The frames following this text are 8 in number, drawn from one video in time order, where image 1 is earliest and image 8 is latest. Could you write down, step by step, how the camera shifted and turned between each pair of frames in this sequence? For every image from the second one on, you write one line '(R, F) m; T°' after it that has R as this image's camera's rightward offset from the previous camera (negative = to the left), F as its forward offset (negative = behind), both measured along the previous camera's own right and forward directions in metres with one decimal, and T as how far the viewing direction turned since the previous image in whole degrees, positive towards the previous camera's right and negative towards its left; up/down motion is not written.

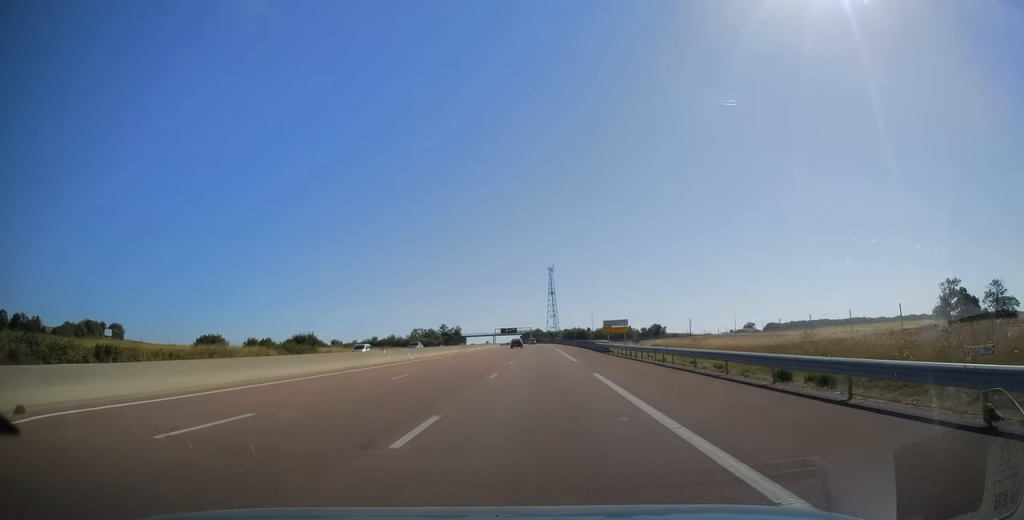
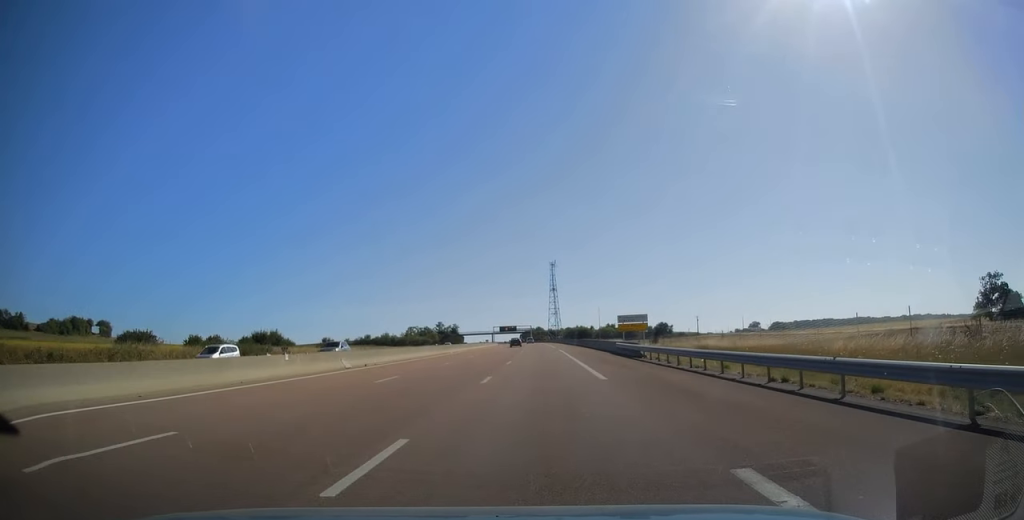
(+0.1, +15.8) m; 0°
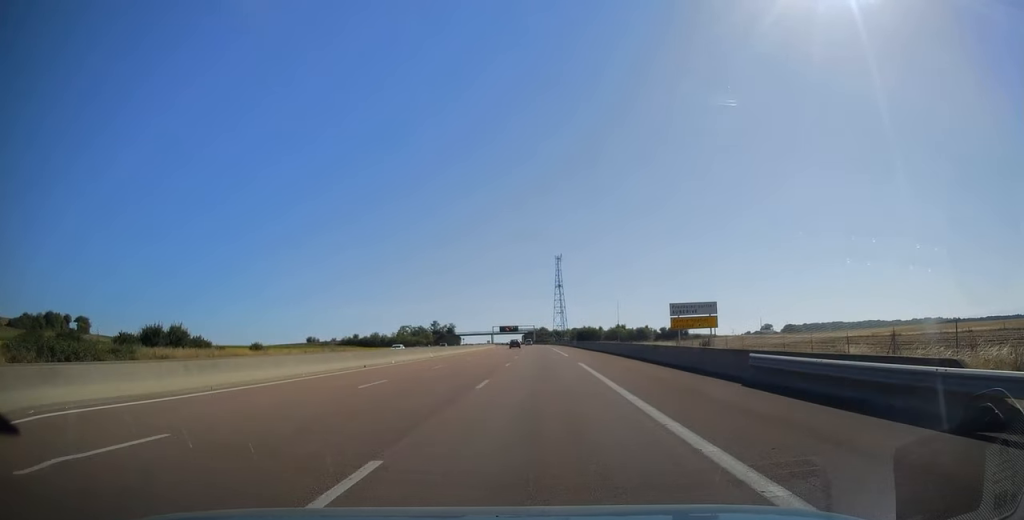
(-0.3, +28.2) m; -1°
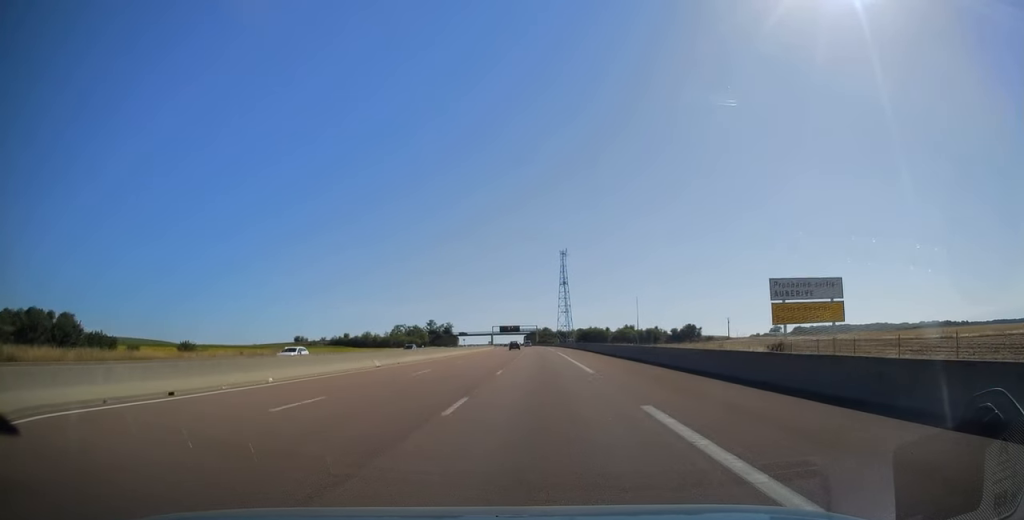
(0.0, +19.4) m; 0°
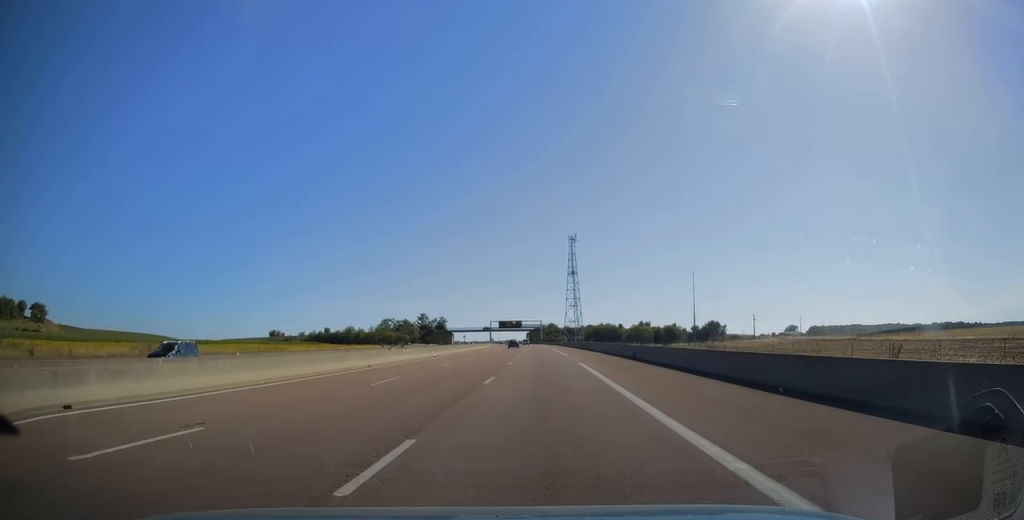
(0.0, +32.2) m; 0°
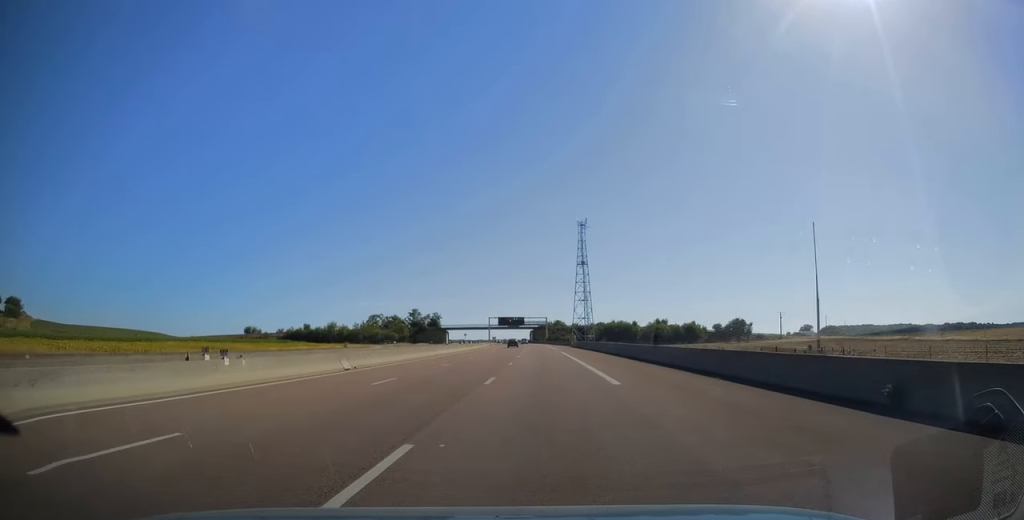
(0.0, +27.1) m; -1°
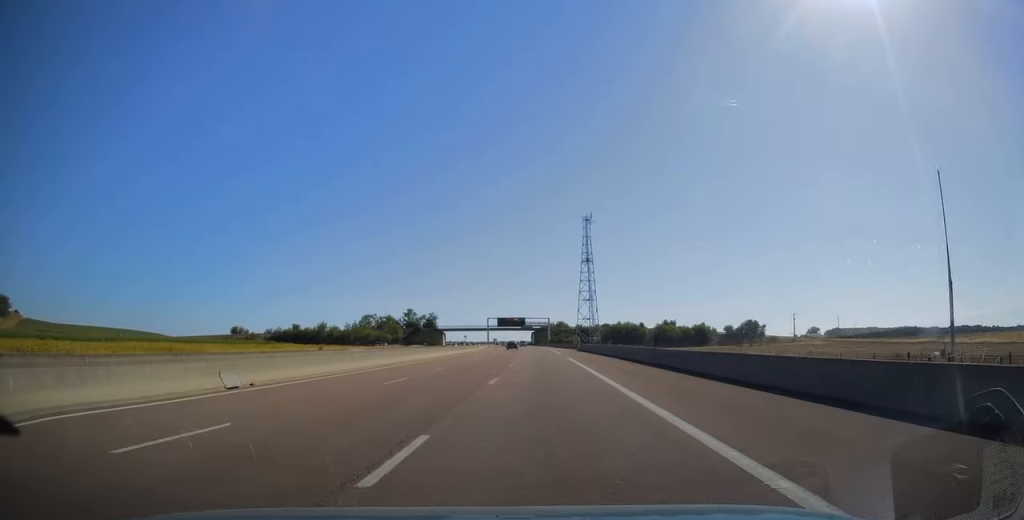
(+0.1, +12.2) m; 0°
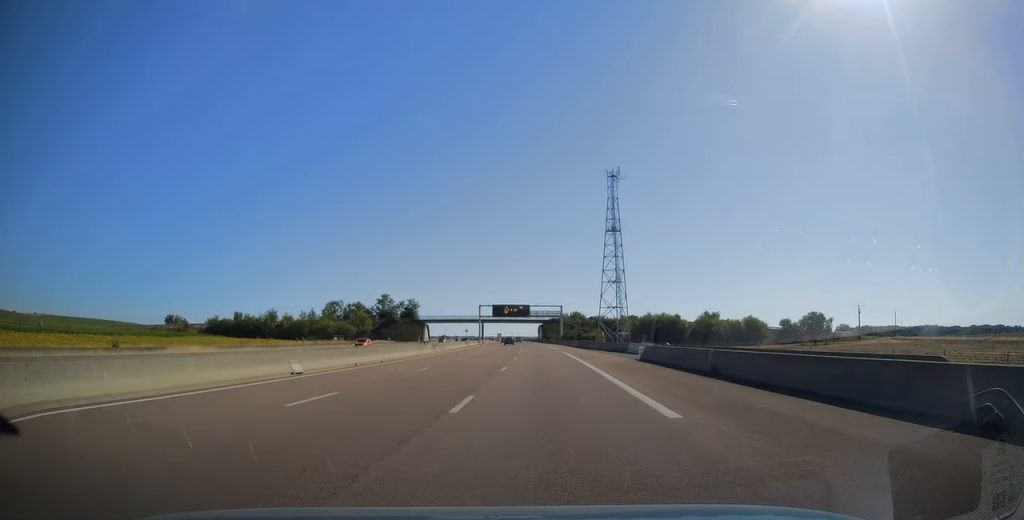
(-0.7, +47.6) m; -1°
